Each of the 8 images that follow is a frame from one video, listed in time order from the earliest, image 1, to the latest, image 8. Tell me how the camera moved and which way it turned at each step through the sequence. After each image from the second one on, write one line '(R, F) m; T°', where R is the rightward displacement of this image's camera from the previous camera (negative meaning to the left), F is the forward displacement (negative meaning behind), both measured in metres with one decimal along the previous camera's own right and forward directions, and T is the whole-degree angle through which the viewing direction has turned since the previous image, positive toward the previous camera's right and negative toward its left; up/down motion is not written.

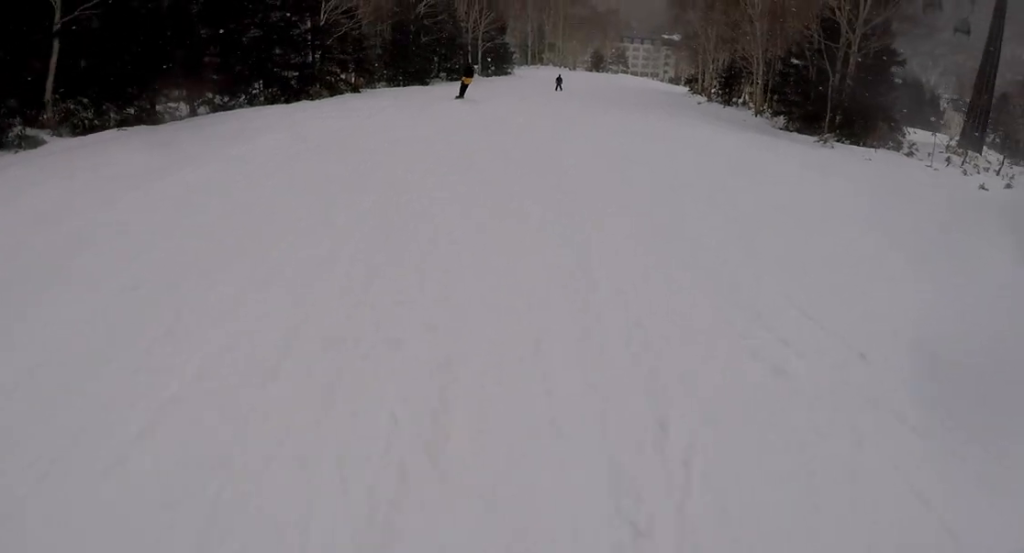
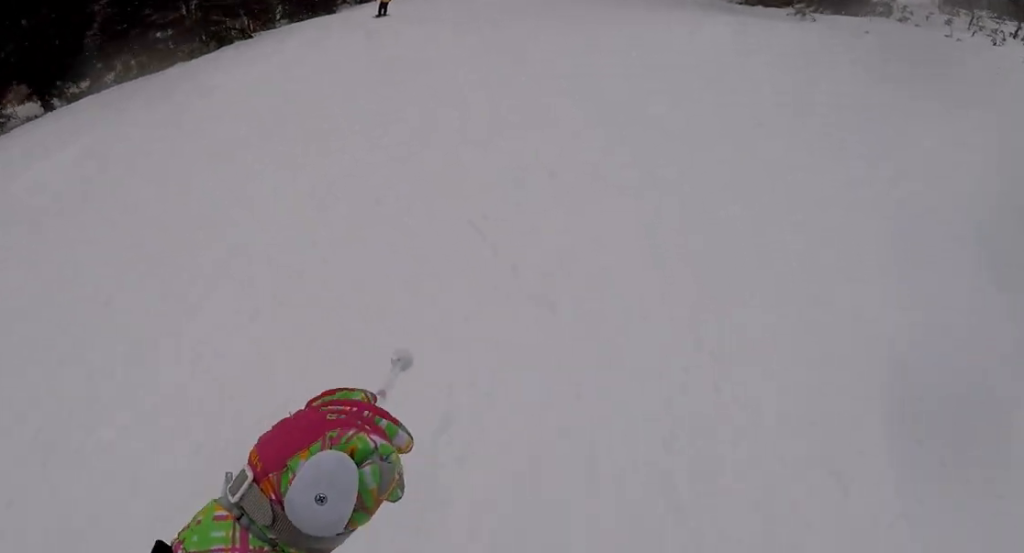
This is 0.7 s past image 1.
(+0.8, +5.0) m; +2°
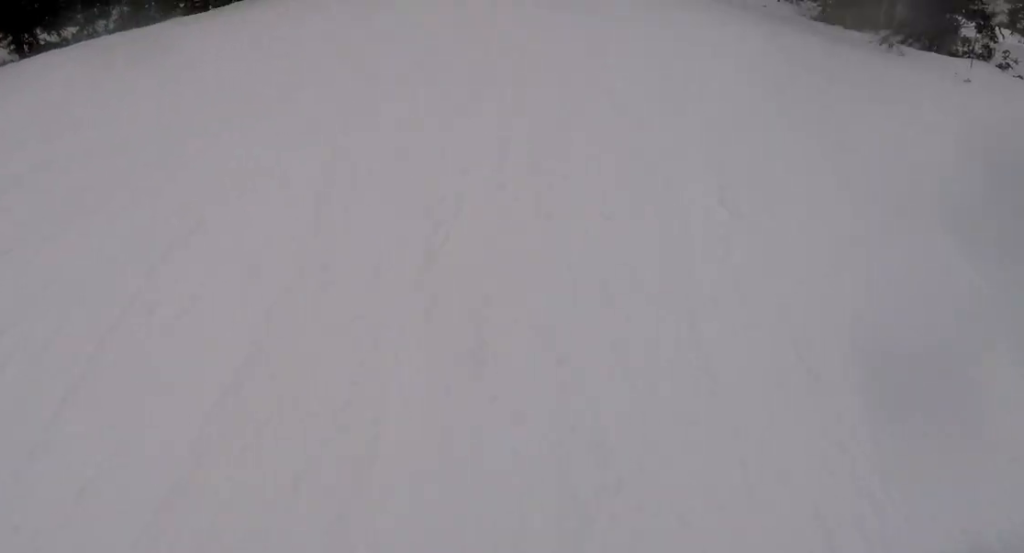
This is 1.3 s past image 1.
(+1.2, +4.2) m; -9°
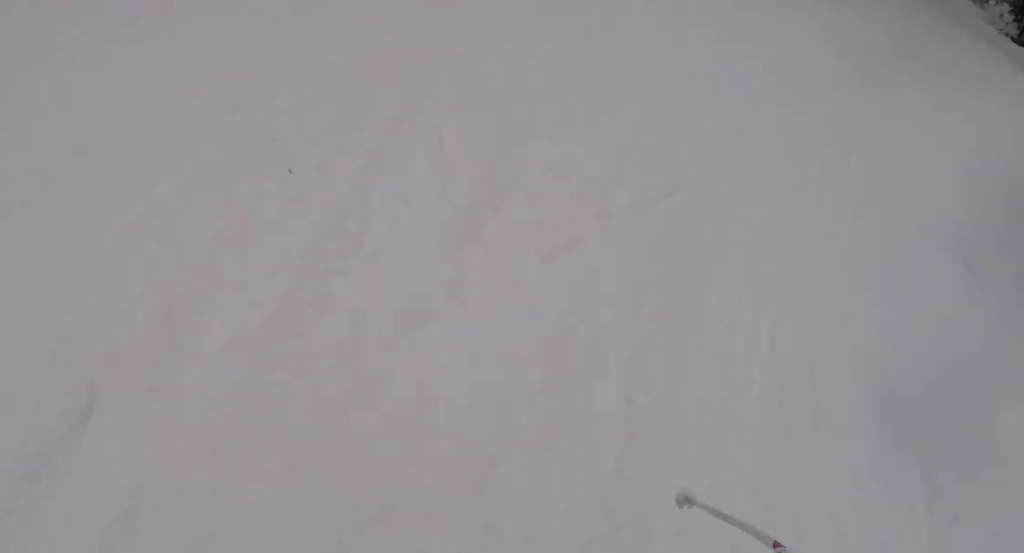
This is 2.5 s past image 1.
(-2.9, +7.6) m; -9°
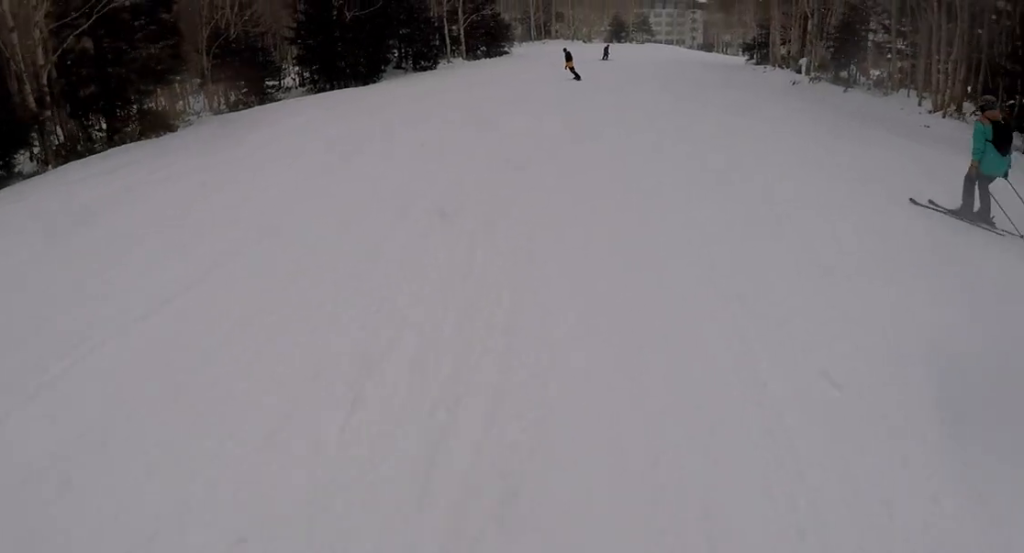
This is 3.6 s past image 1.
(+1.4, +7.6) m; +12°
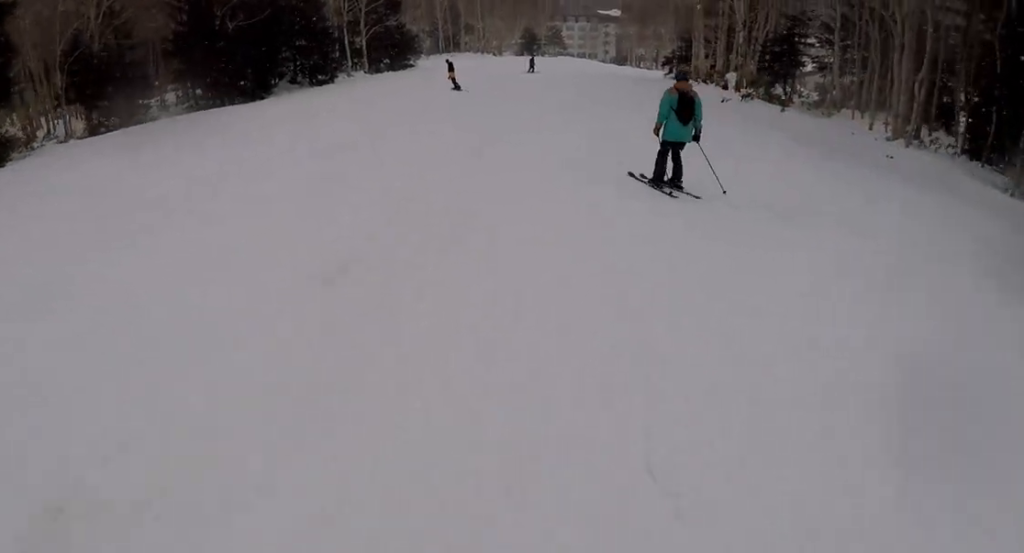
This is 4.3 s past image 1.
(-0.5, +4.6) m; +7°
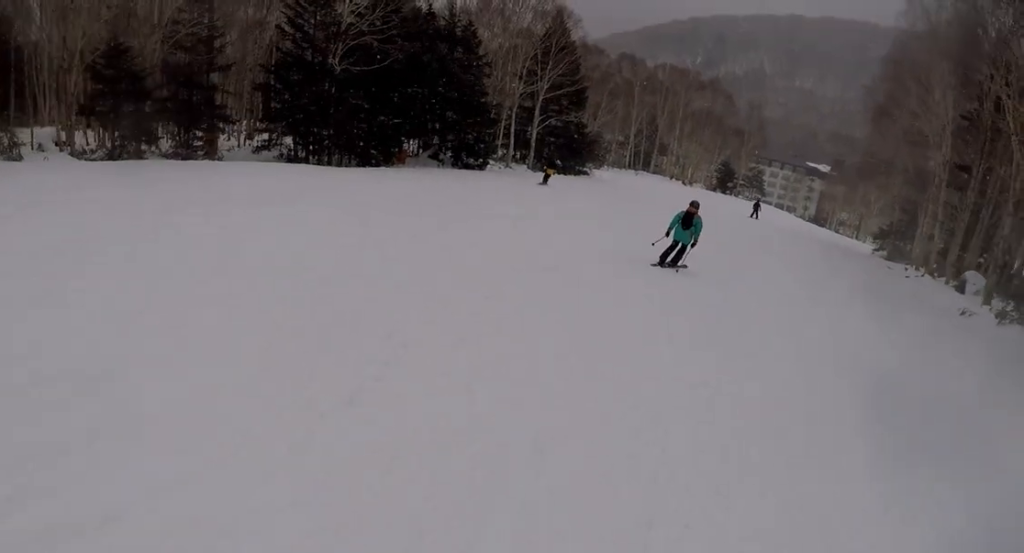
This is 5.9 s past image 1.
(0.0, +10.8) m; -14°
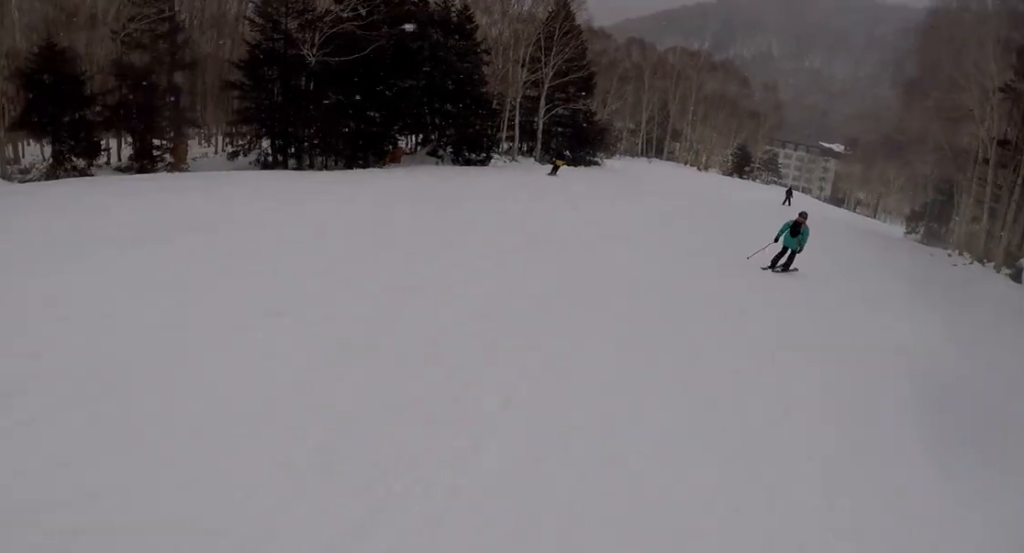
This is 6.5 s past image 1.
(-0.6, +3.7) m; -5°
